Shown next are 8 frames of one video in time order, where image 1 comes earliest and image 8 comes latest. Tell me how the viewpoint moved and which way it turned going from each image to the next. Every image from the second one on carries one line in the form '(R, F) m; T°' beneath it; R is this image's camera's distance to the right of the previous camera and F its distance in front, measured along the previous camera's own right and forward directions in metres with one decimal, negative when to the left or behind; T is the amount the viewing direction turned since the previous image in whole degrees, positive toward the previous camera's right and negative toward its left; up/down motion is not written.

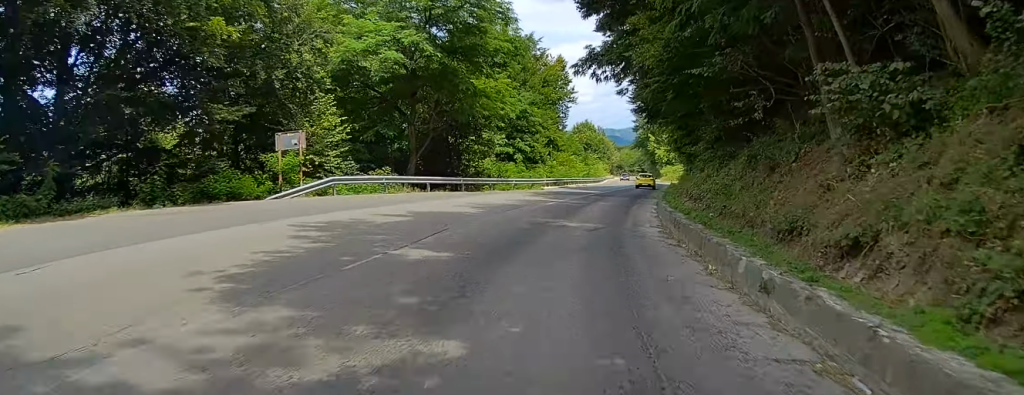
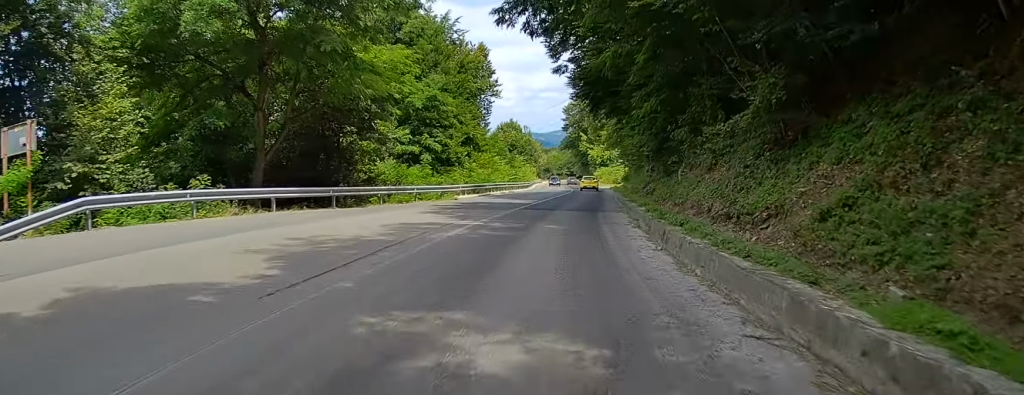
(+0.2, +16.1) m; +7°
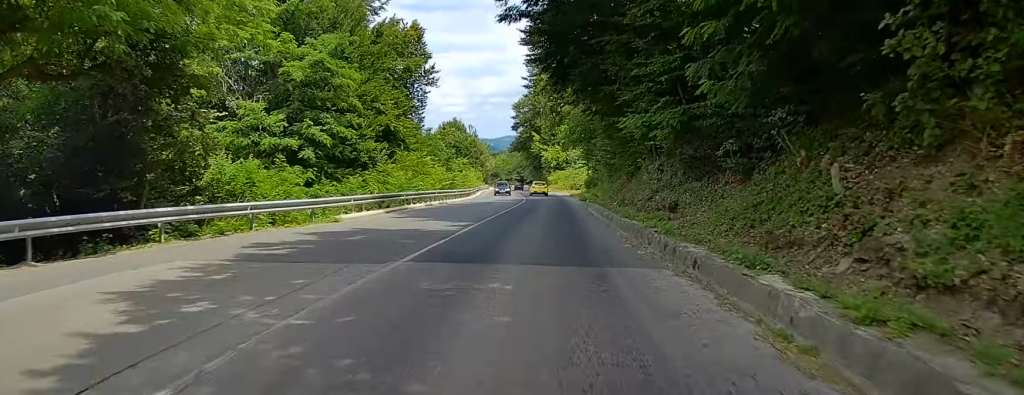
(+2.1, +18.1) m; +9°
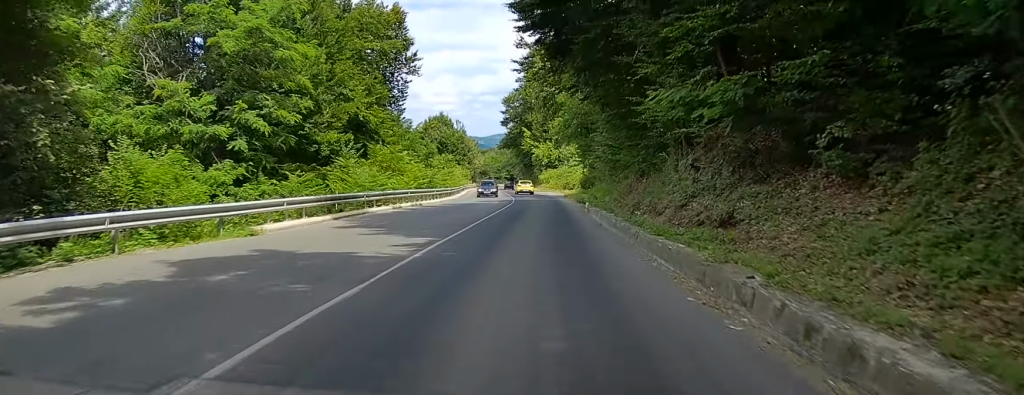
(+0.2, +7.5) m; +3°
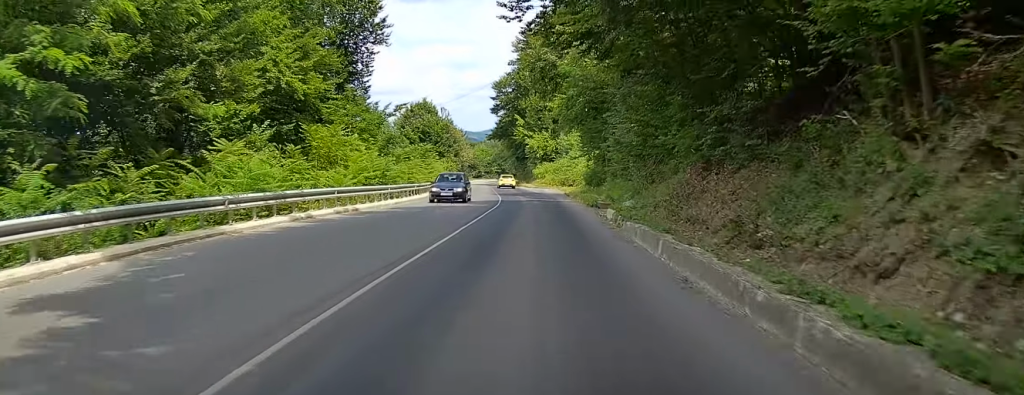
(+0.7, +14.2) m; +5°
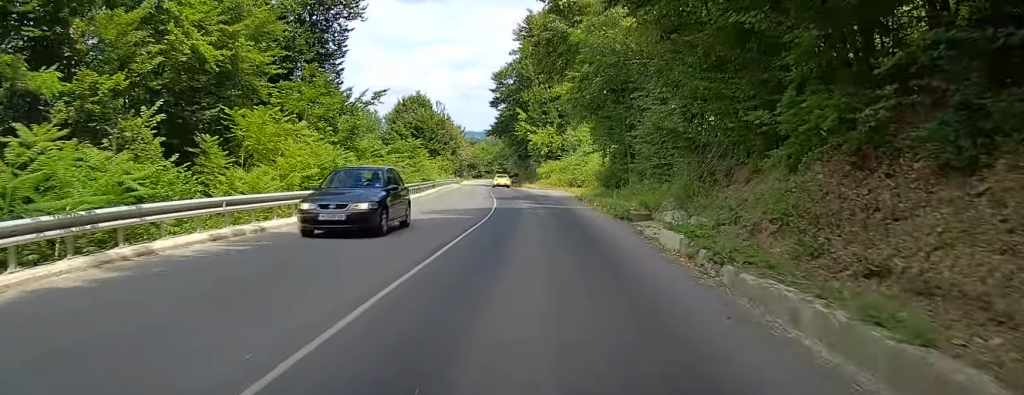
(+0.7, +10.1) m; +3°
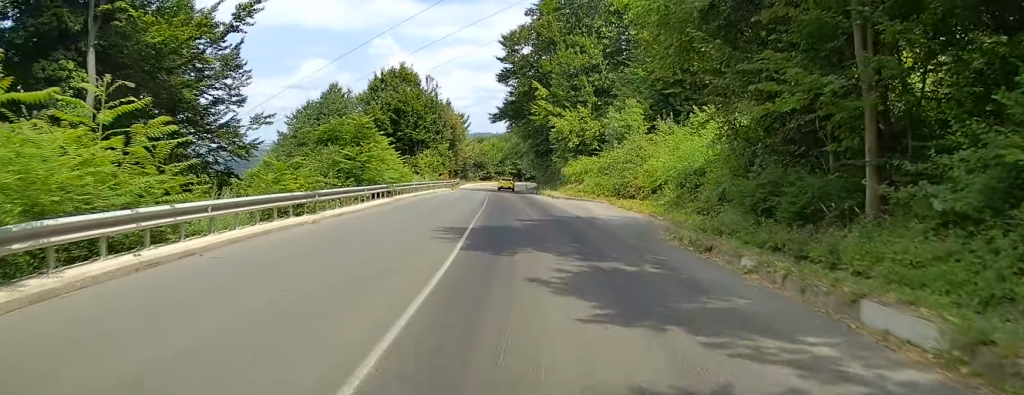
(-1.2, +26.7) m; -5°
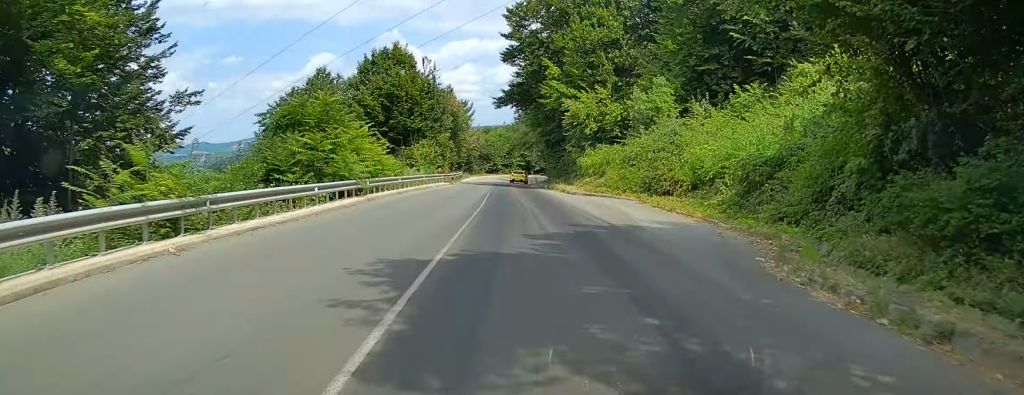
(-0.1, +8.2) m; -1°
